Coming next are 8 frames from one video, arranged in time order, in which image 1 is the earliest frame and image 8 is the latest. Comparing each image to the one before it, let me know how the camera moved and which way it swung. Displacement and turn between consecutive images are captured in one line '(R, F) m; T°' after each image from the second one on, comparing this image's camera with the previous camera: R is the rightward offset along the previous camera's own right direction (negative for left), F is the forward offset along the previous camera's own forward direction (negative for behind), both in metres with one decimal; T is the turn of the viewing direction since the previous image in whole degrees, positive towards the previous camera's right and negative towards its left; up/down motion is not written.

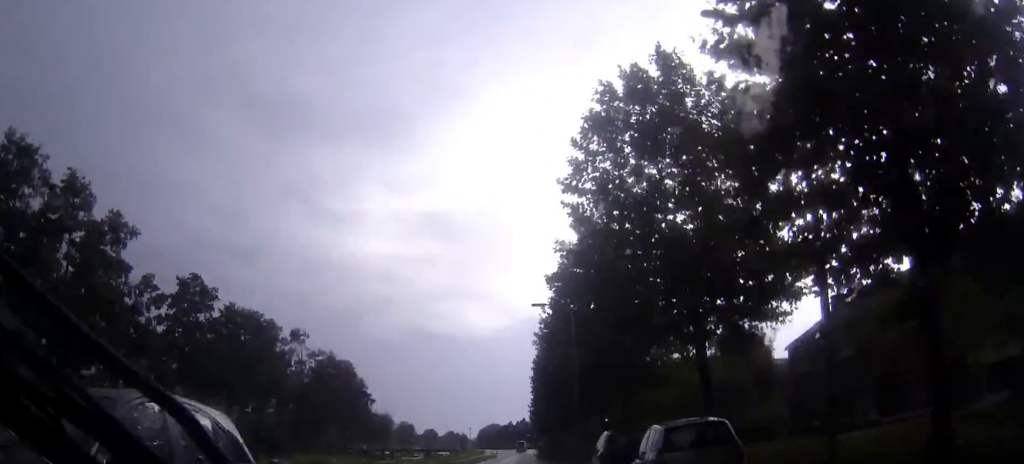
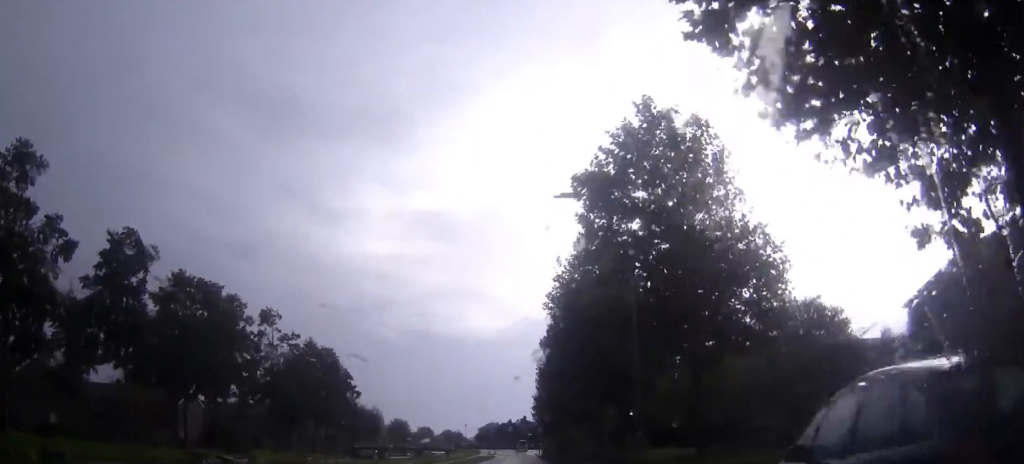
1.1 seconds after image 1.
(0.0, +13.9) m; 0°
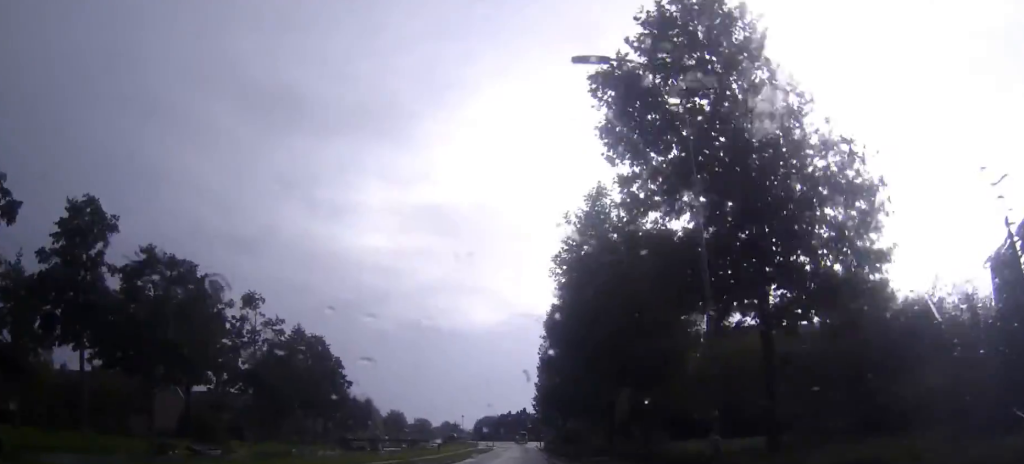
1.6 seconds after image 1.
(0.0, +6.4) m; 0°
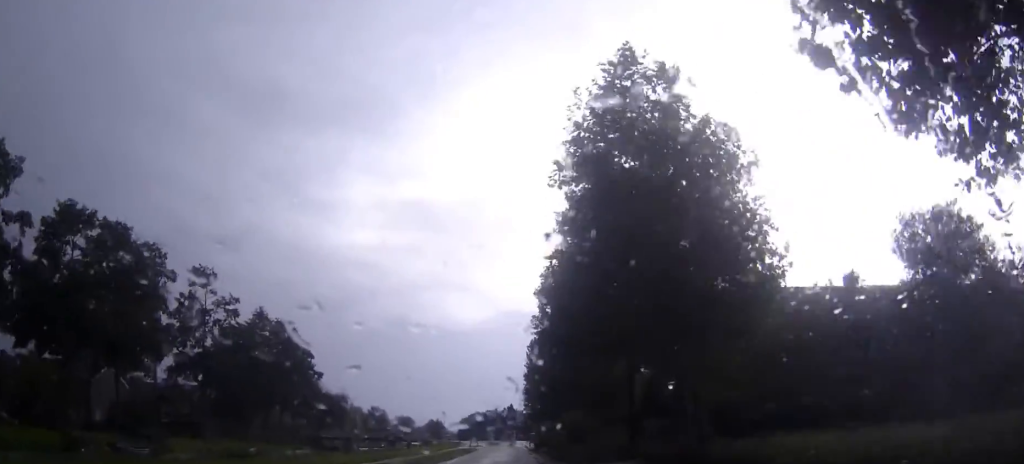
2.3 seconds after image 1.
(0.0, +11.7) m; 0°
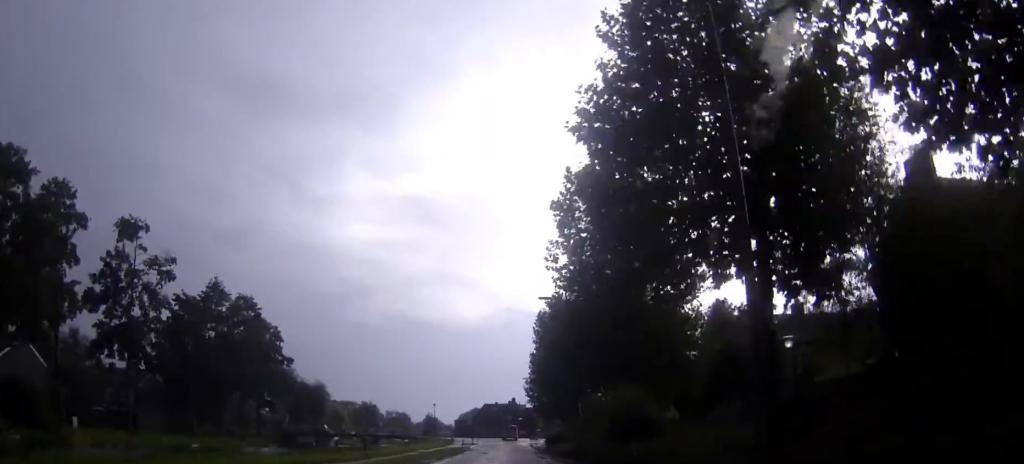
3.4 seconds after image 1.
(+0.1, +18.2) m; +1°
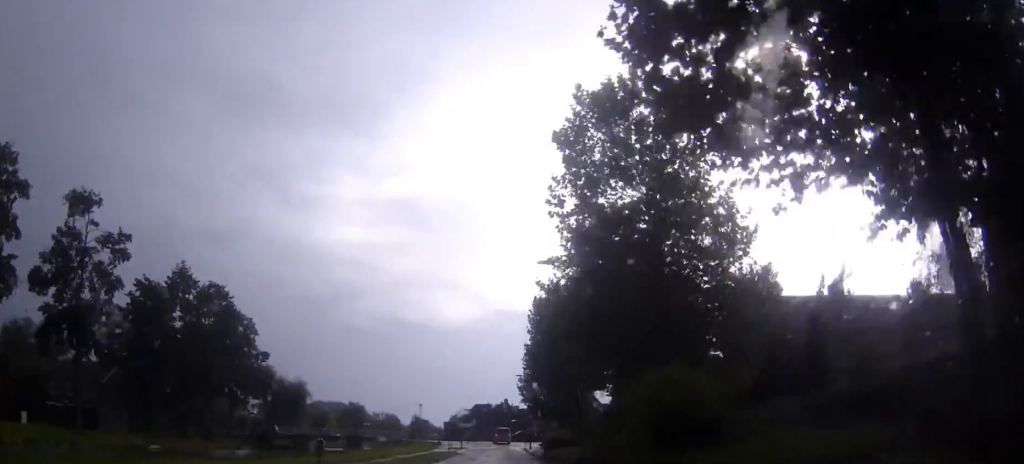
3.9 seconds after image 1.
(0.0, +8.2) m; 0°
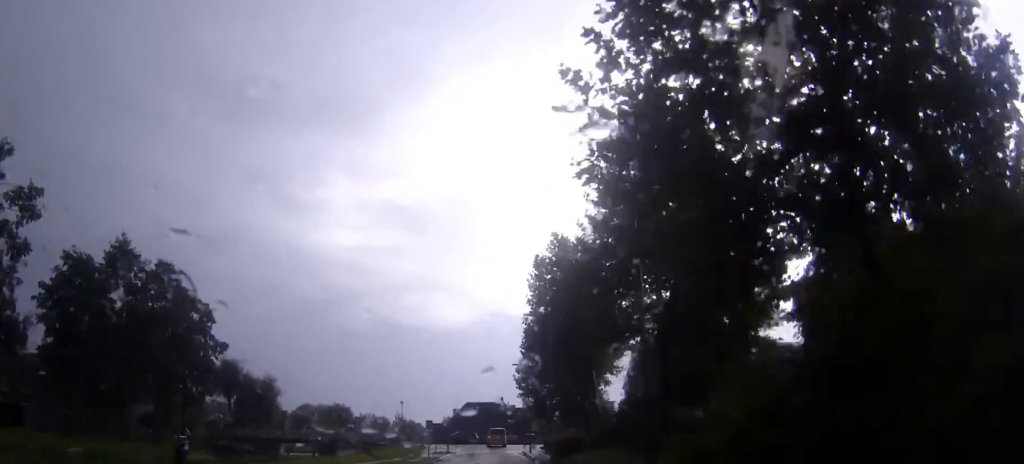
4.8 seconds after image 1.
(+0.1, +14.0) m; 0°
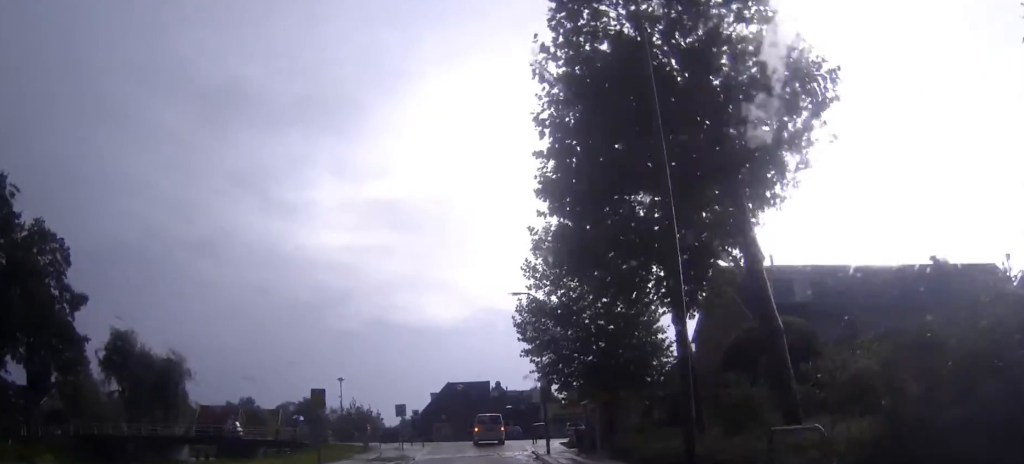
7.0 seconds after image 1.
(-0.2, +31.1) m; -1°
